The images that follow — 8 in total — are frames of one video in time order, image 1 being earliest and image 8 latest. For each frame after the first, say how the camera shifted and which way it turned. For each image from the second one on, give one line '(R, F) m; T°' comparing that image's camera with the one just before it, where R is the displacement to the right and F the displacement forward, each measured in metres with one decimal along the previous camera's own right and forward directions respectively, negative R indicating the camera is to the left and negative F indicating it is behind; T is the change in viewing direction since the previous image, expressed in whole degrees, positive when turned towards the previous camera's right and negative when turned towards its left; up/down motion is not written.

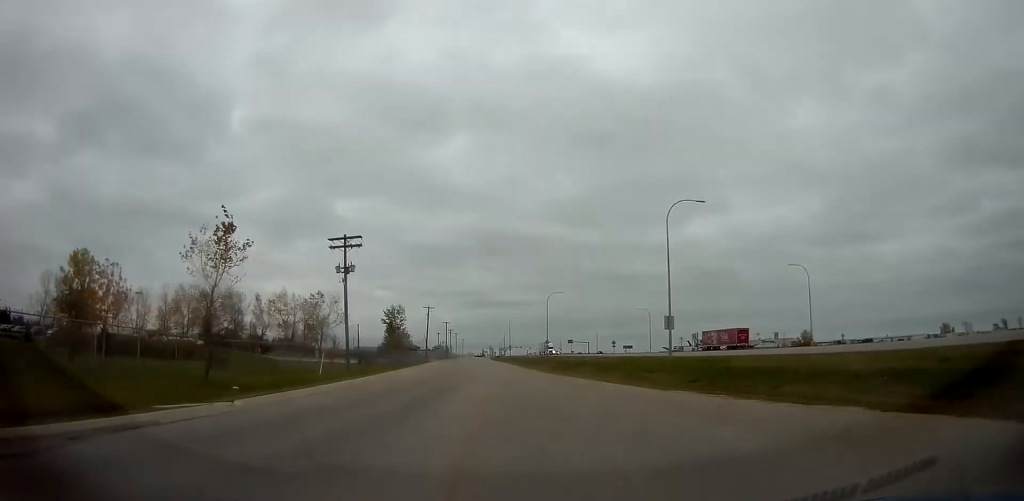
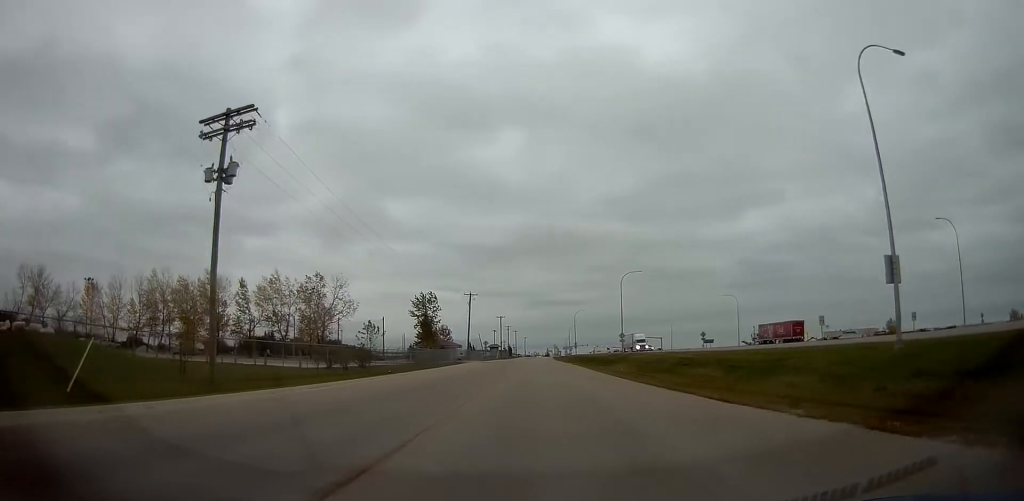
(-2.0, +28.1) m; -8°
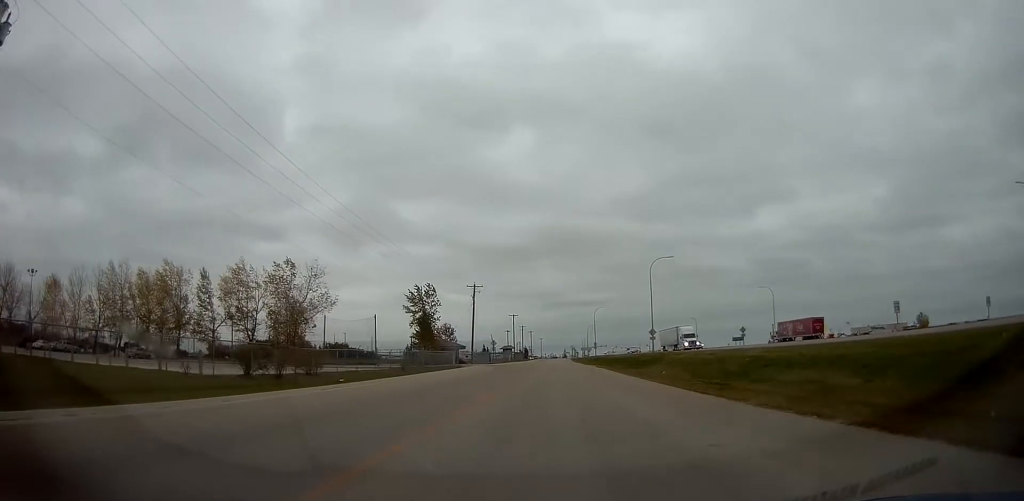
(-0.4, +15.0) m; -1°
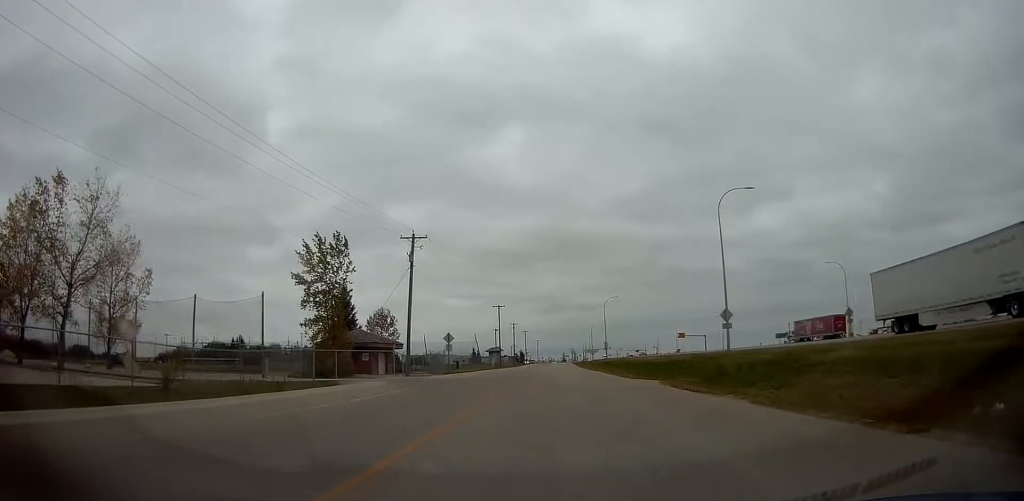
(-1.2, +38.0) m; -2°
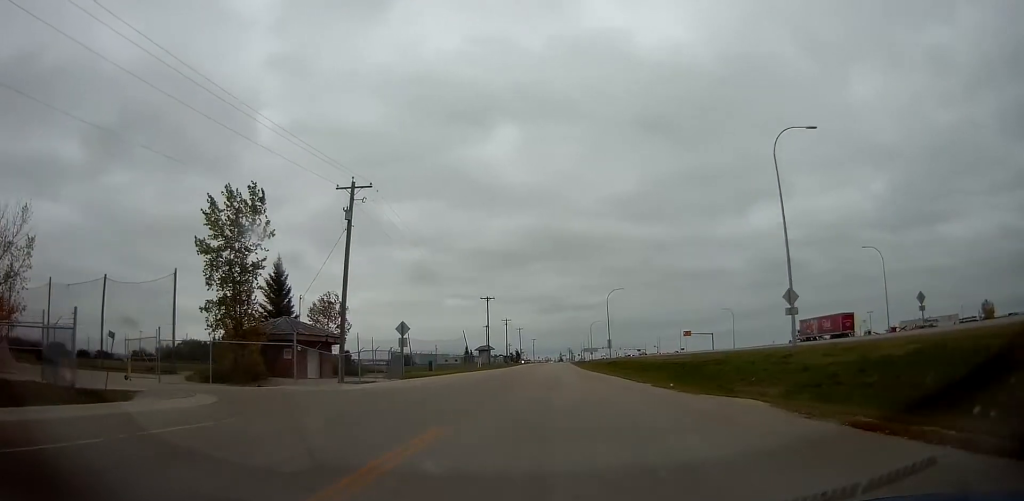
(+0.4, +14.8) m; +1°
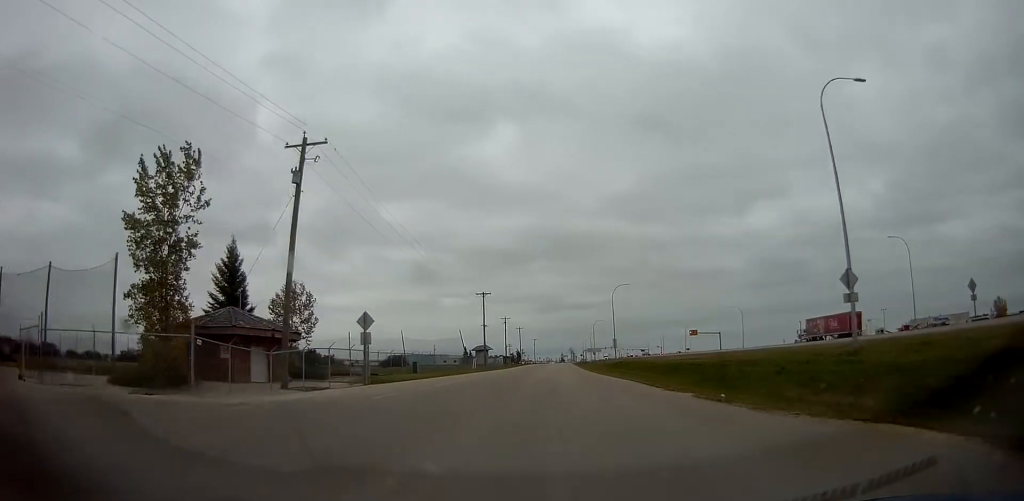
(0.0, +7.7) m; 0°
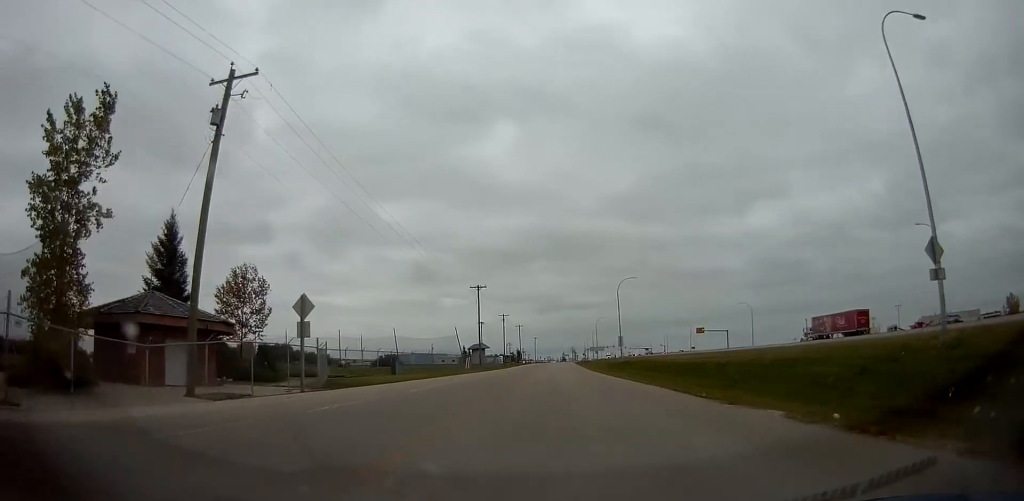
(0.0, +7.7) m; 0°
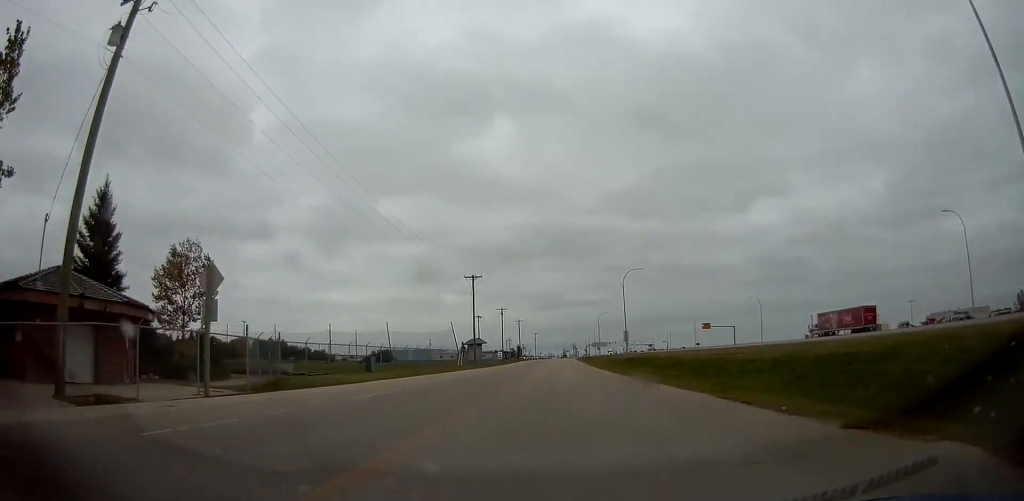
(0.0, +6.6) m; 0°
